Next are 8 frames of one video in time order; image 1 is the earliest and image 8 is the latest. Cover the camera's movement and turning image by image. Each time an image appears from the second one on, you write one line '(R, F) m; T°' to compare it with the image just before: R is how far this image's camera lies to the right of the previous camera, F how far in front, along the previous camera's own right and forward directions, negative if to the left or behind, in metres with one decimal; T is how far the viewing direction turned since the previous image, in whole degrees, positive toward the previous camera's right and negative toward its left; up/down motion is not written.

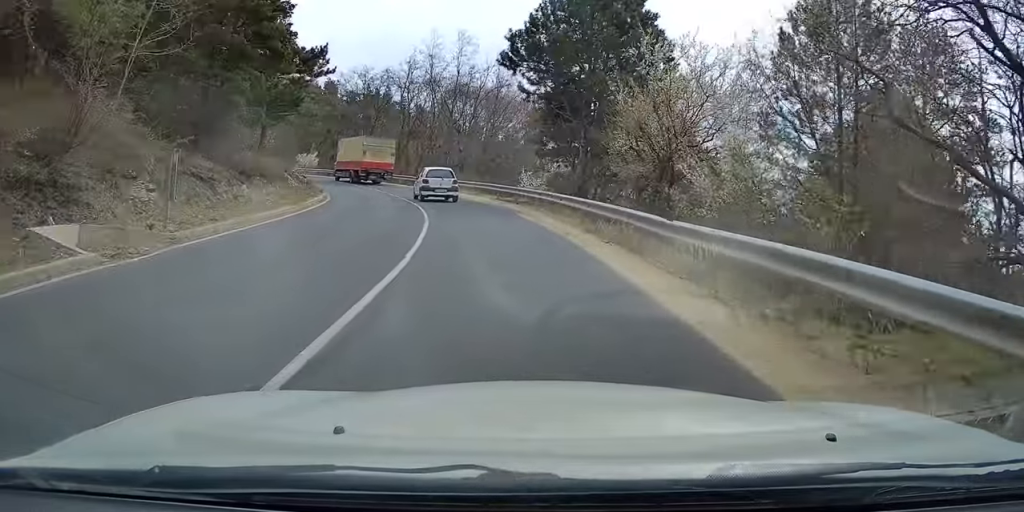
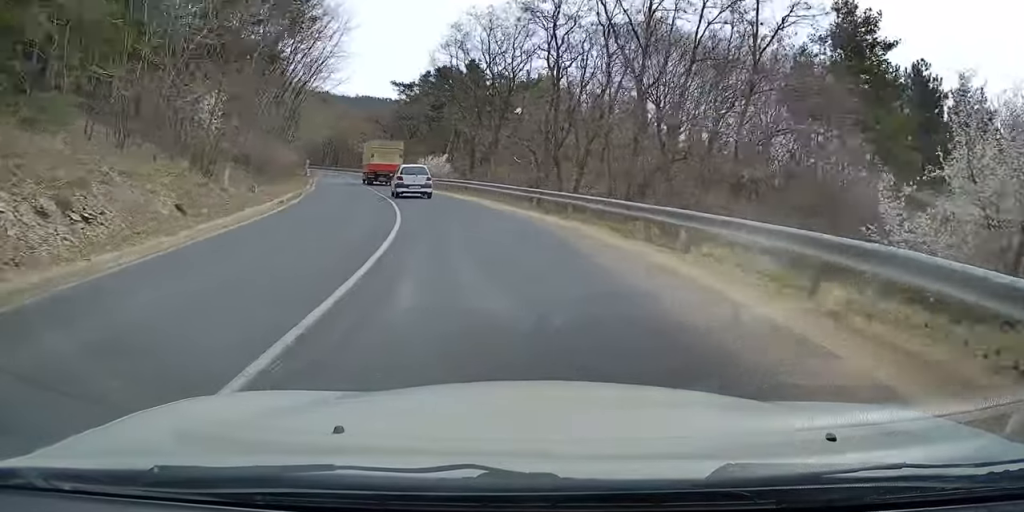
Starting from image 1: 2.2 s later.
(-4.5, +30.0) m; -20°
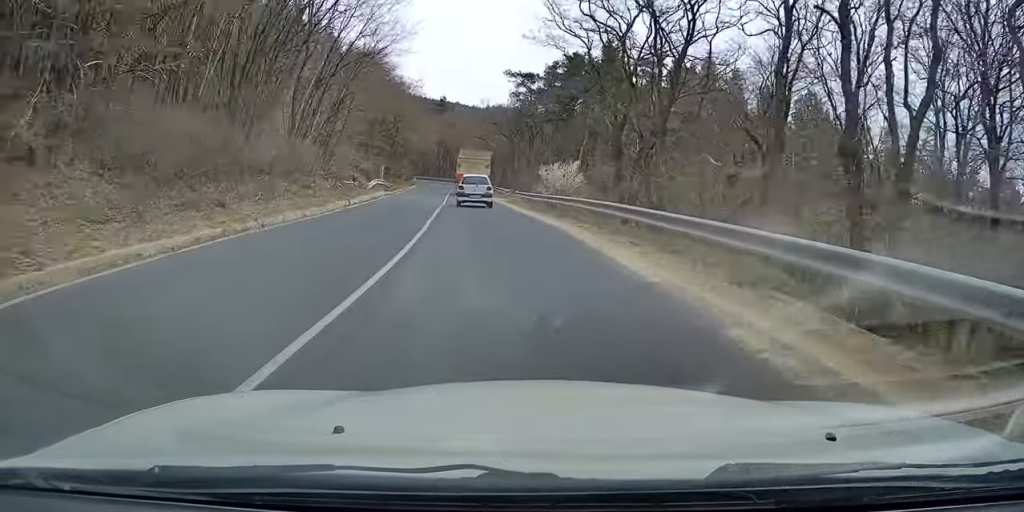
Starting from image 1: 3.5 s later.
(-2.1, +18.5) m; -11°
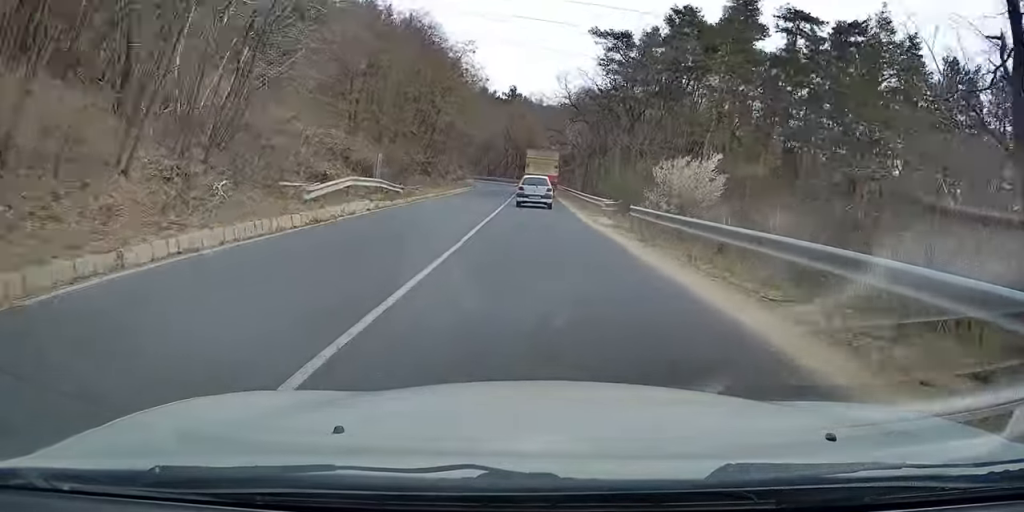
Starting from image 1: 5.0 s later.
(-0.9, +20.6) m; -3°
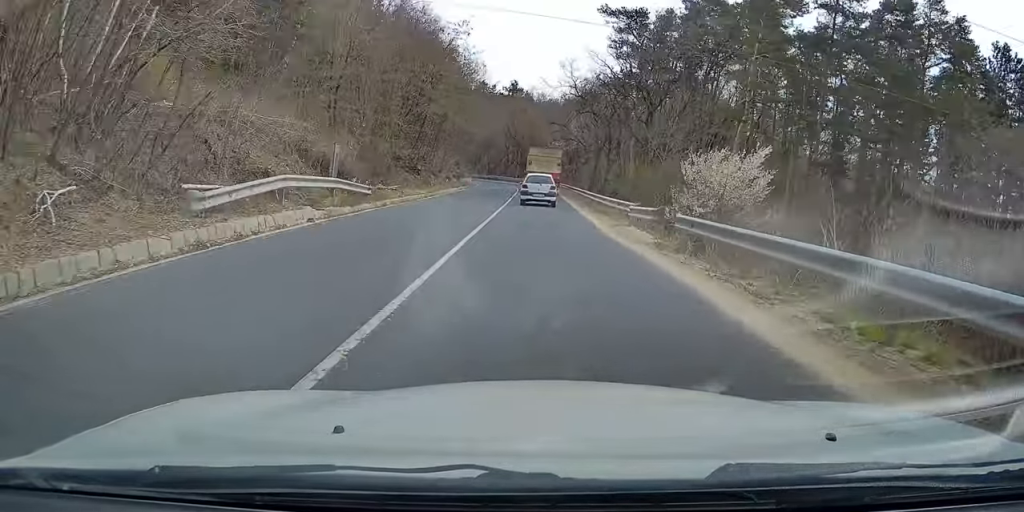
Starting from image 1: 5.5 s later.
(+0.1, +5.9) m; -1°
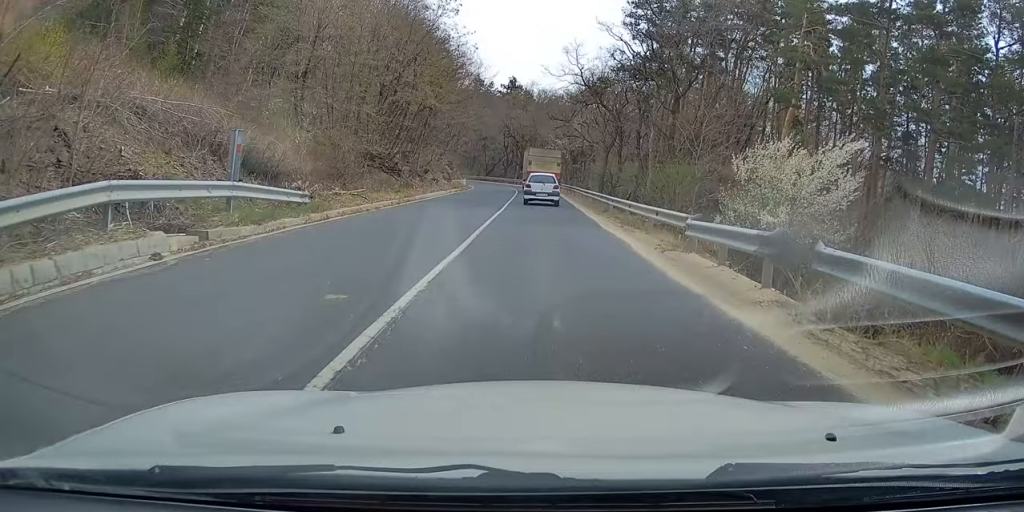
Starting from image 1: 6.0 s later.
(-0.2, +6.8) m; -1°
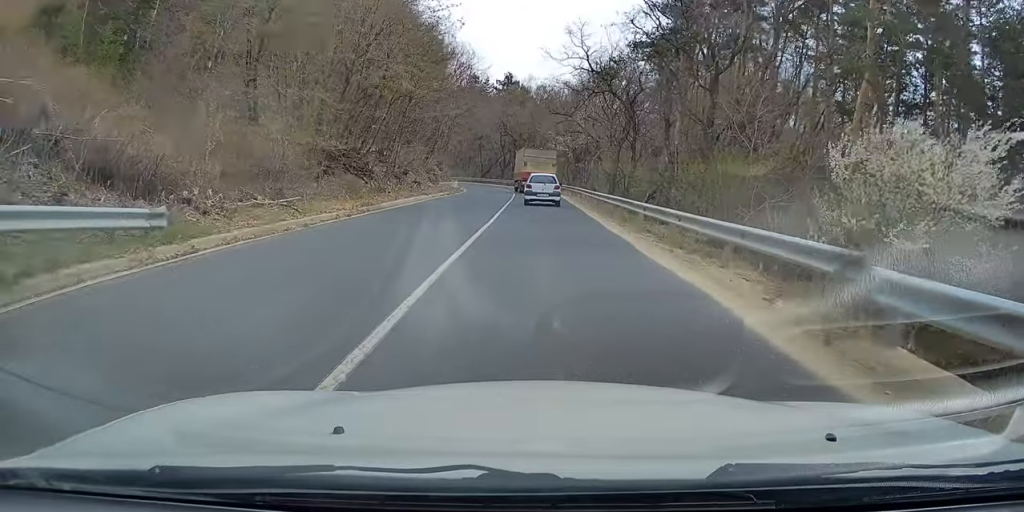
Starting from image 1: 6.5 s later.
(-0.1, +6.8) m; -1°
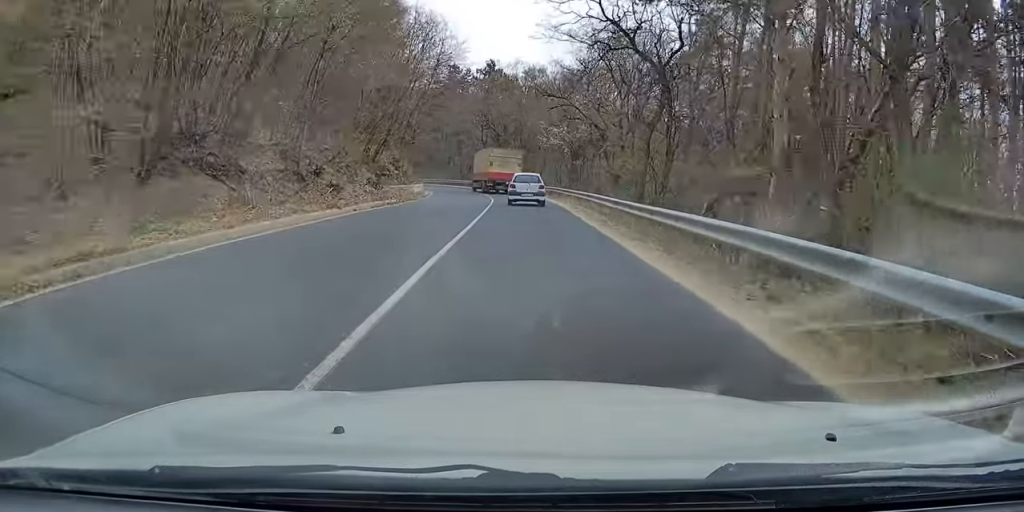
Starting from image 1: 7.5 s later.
(0.0, +13.7) m; +4°
